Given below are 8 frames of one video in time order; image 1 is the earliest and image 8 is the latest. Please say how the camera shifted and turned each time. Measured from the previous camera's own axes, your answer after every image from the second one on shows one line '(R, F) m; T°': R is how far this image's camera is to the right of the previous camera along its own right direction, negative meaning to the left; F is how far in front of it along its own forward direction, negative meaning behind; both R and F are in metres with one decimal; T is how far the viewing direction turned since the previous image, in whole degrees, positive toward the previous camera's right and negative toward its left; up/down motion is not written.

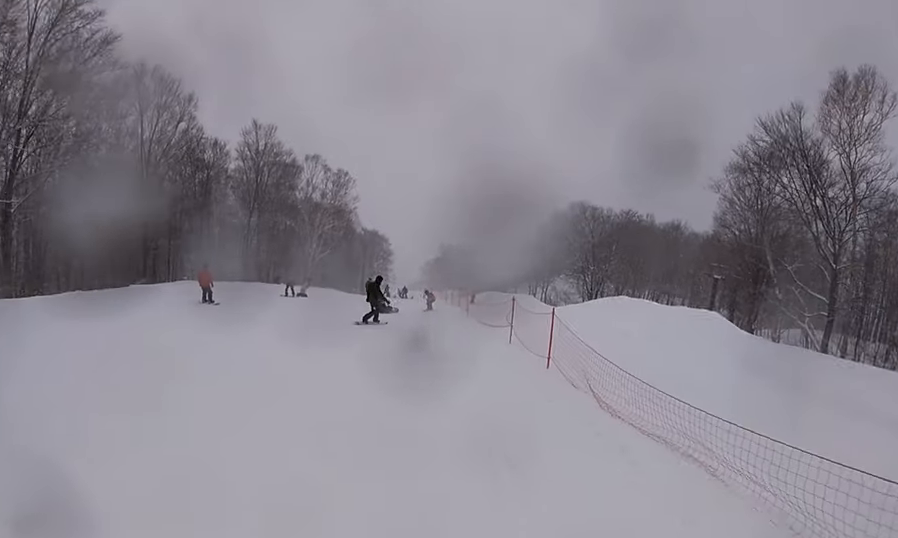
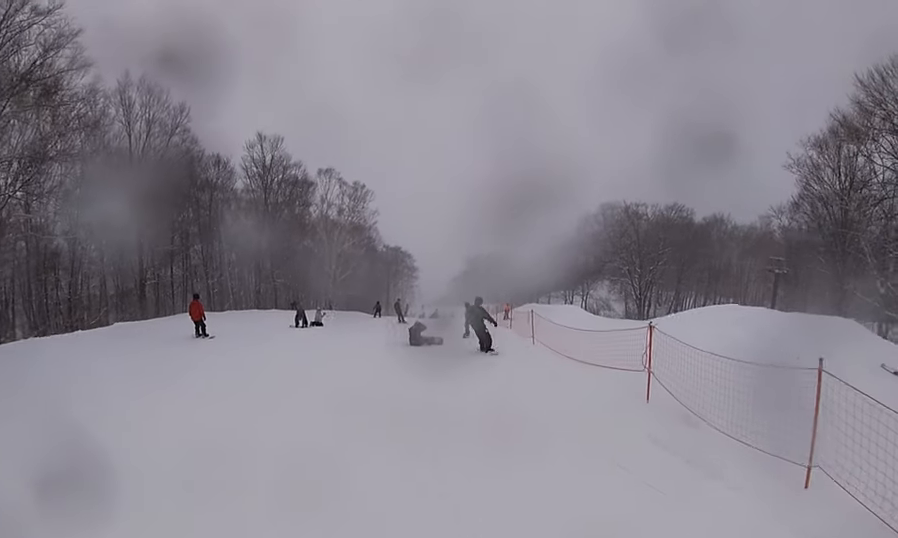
(+0.1, +5.9) m; -6°
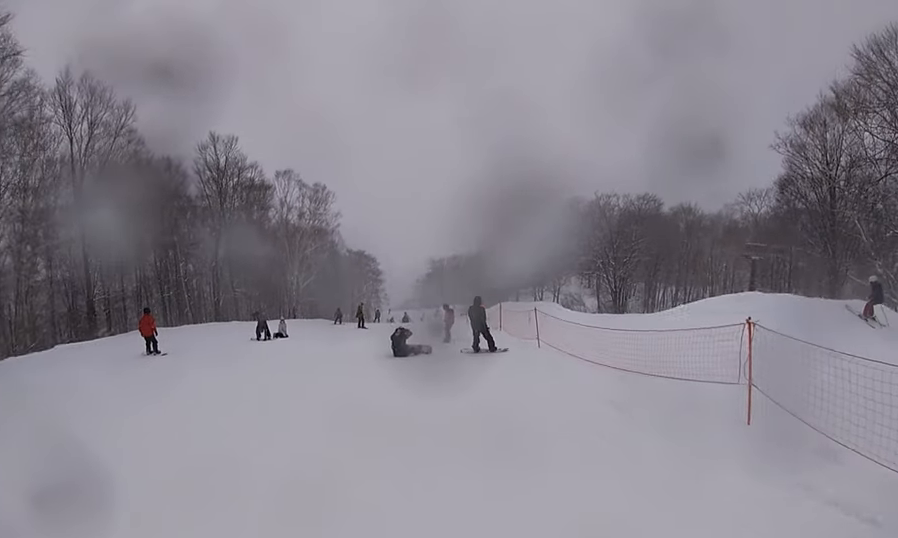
(+0.3, +2.6) m; -5°
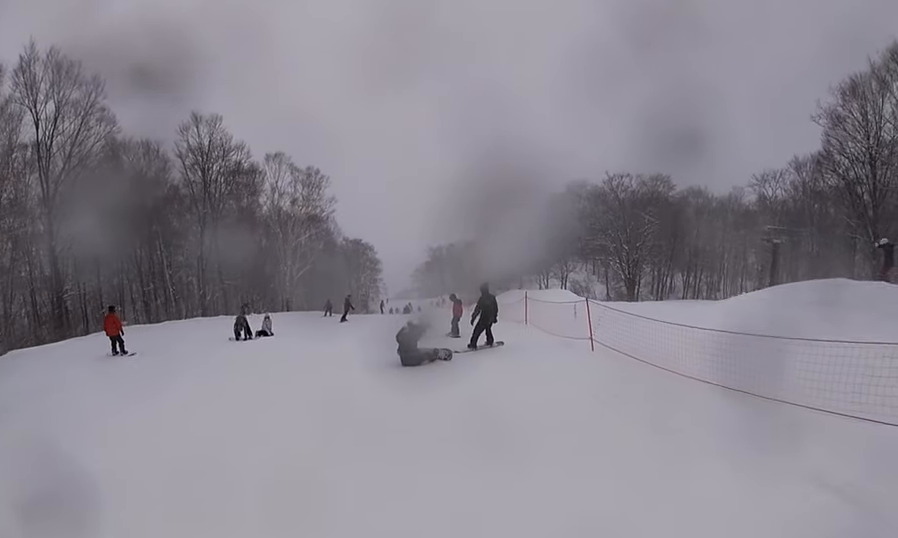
(-1.0, +3.3) m; -6°
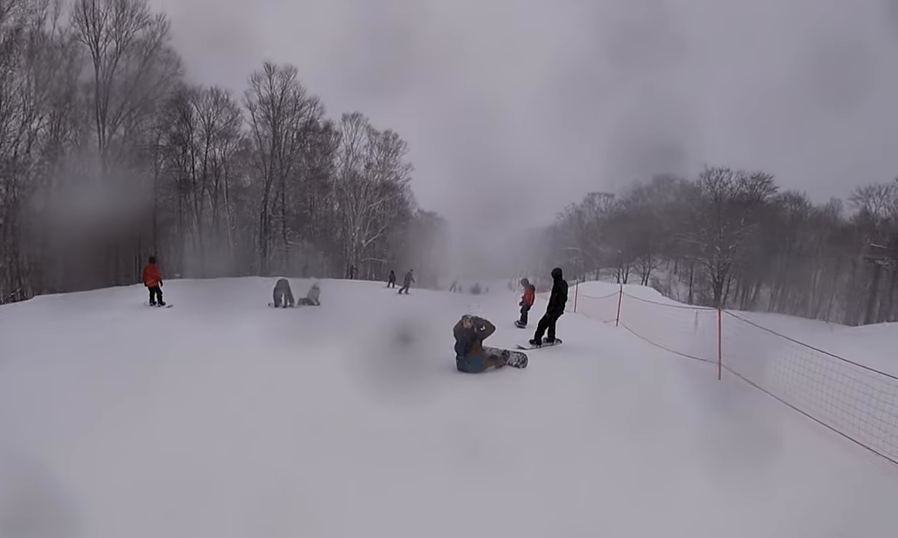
(-0.2, +2.7) m; +2°
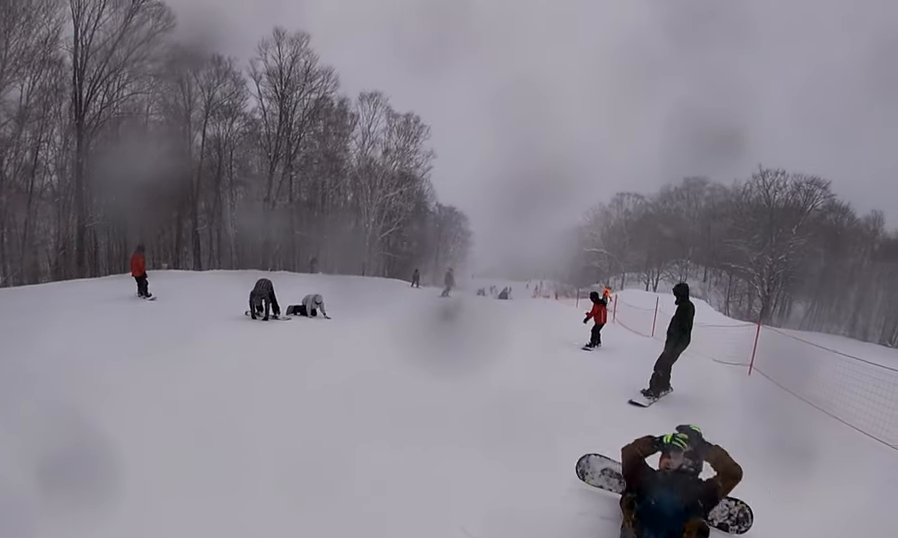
(+0.7, +4.9) m; +14°
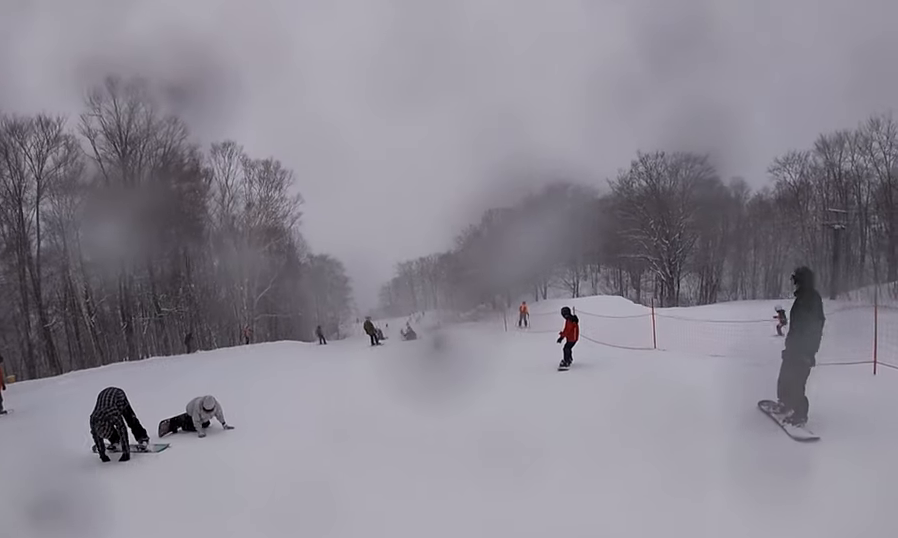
(+0.6, +4.8) m; +2°
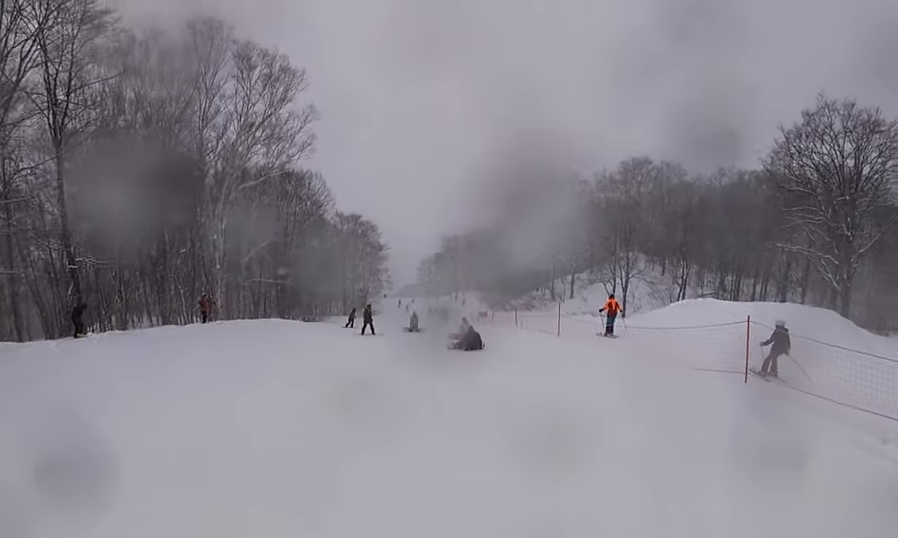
(+0.7, +16.6) m; +6°
